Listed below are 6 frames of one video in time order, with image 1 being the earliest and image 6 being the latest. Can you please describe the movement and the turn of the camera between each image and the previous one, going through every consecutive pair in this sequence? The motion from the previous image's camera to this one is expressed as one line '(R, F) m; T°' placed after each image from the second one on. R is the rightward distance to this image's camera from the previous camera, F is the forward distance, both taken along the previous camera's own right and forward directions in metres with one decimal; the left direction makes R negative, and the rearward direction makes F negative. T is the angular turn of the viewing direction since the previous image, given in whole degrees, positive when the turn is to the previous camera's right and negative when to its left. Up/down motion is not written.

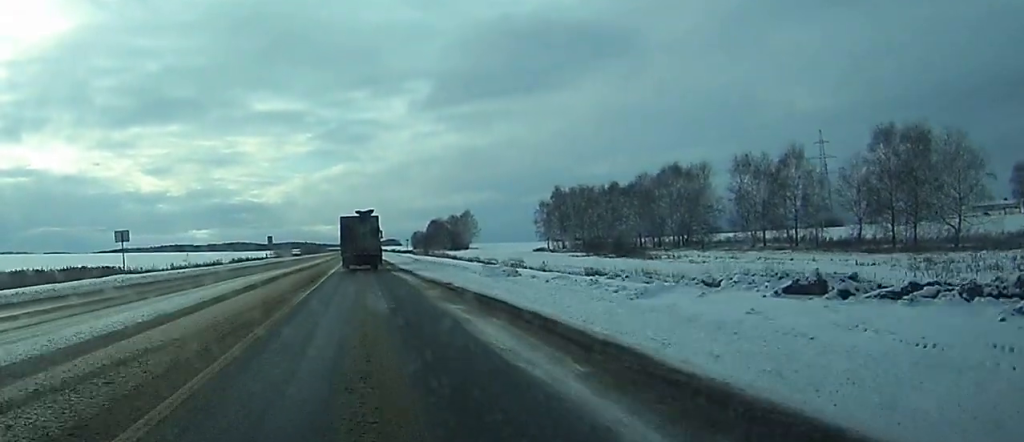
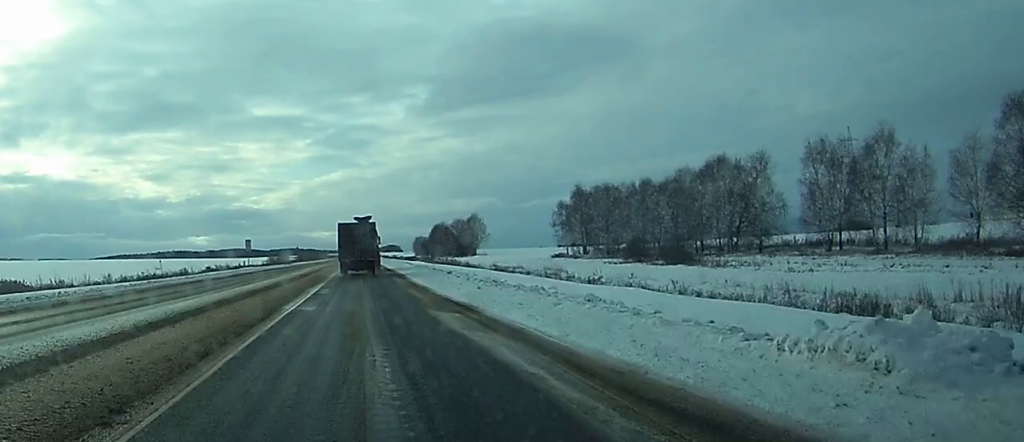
(-0.1, +26.0) m; -1°
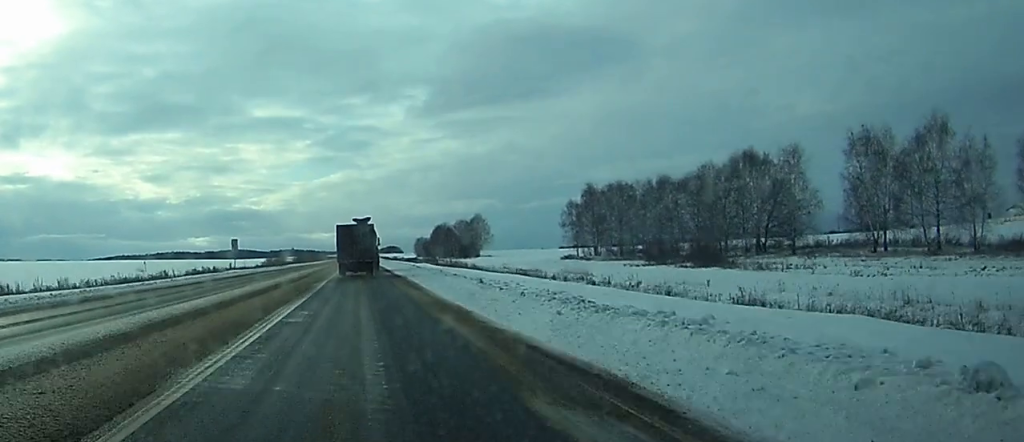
(-0.1, +11.8) m; -1°
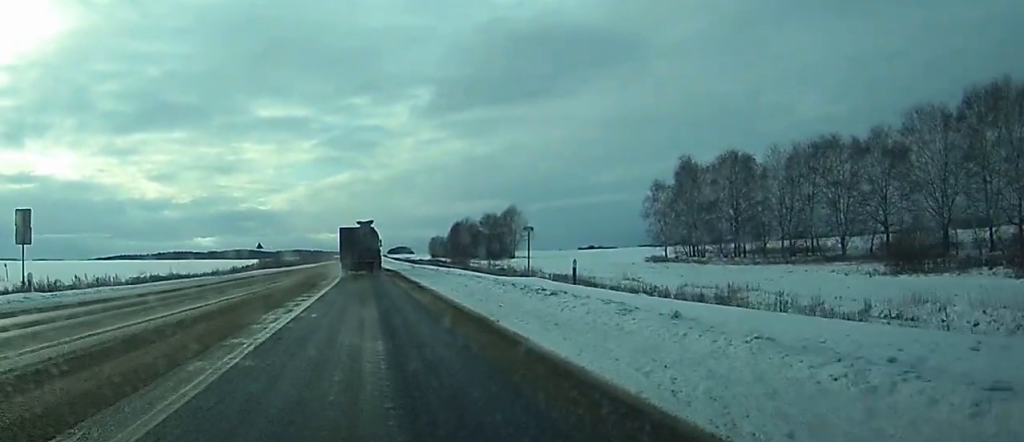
(-0.4, +62.6) m; 0°
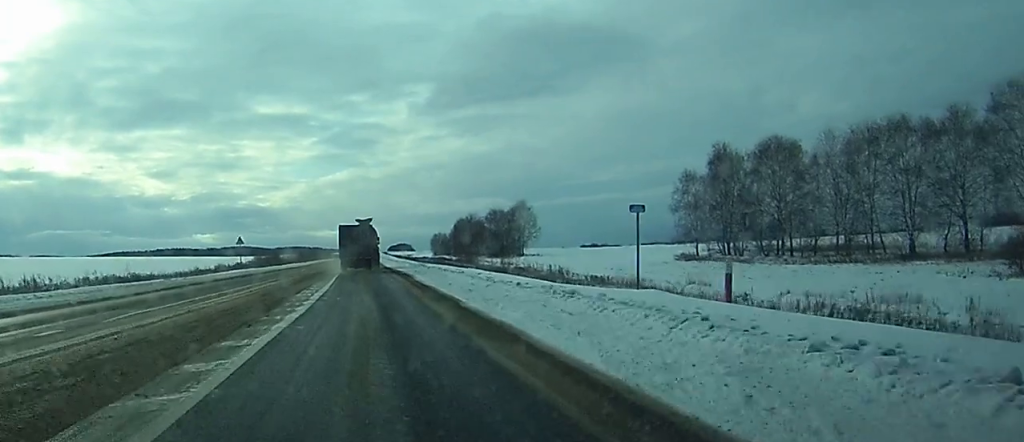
(+0.1, +15.9) m; 0°
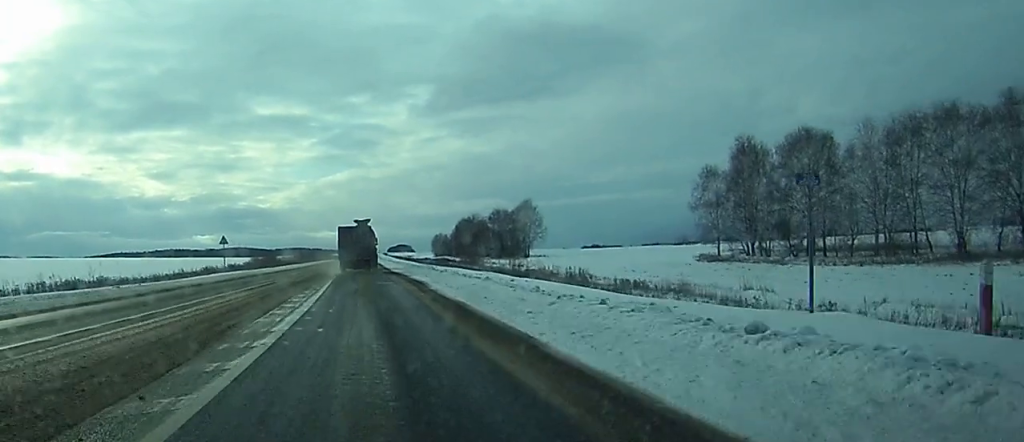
(0.0, +9.6) m; 0°
